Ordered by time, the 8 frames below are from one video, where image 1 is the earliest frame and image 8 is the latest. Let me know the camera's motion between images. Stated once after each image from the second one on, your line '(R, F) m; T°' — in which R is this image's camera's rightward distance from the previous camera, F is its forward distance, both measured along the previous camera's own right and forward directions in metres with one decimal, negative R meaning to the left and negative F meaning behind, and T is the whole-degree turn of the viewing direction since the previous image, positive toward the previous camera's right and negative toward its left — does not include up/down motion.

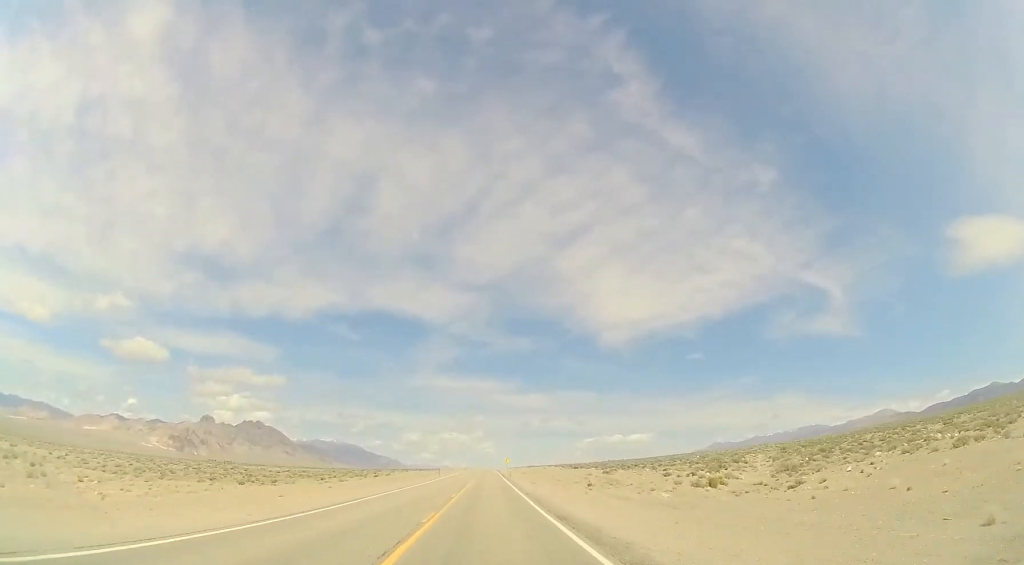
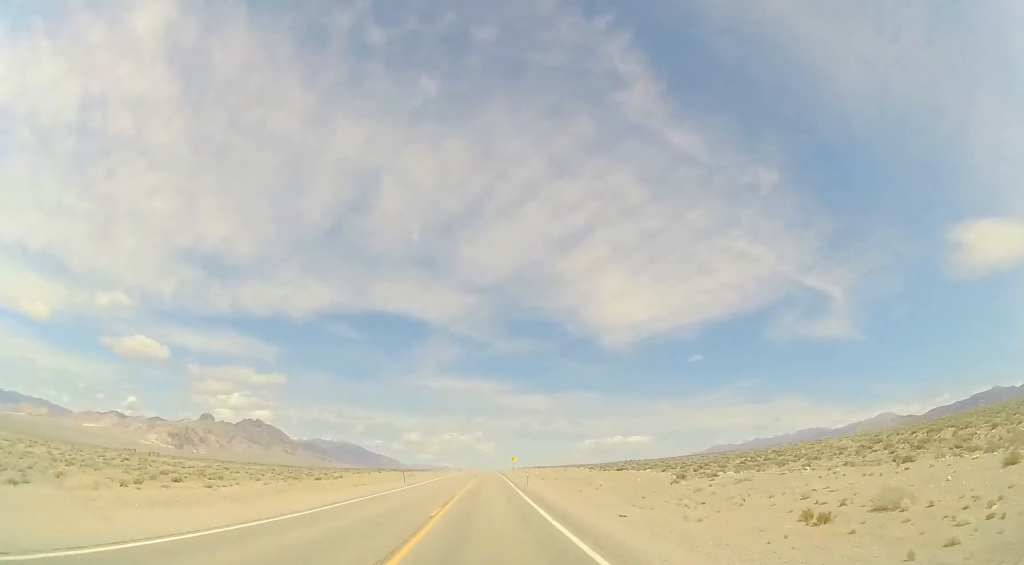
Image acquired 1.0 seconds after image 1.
(0.0, +34.8) m; 0°
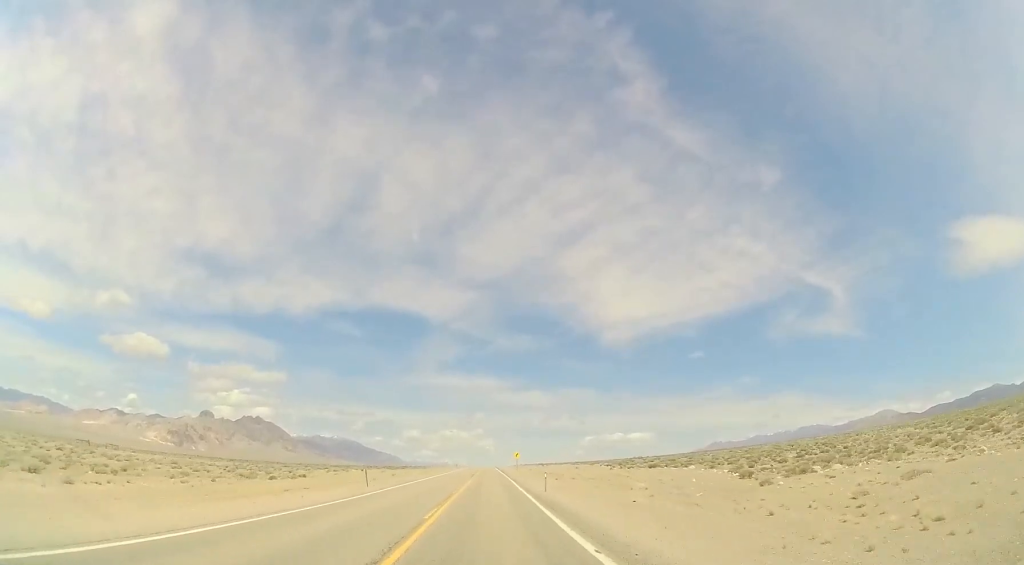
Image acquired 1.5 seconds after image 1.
(0.0, +14.5) m; 0°
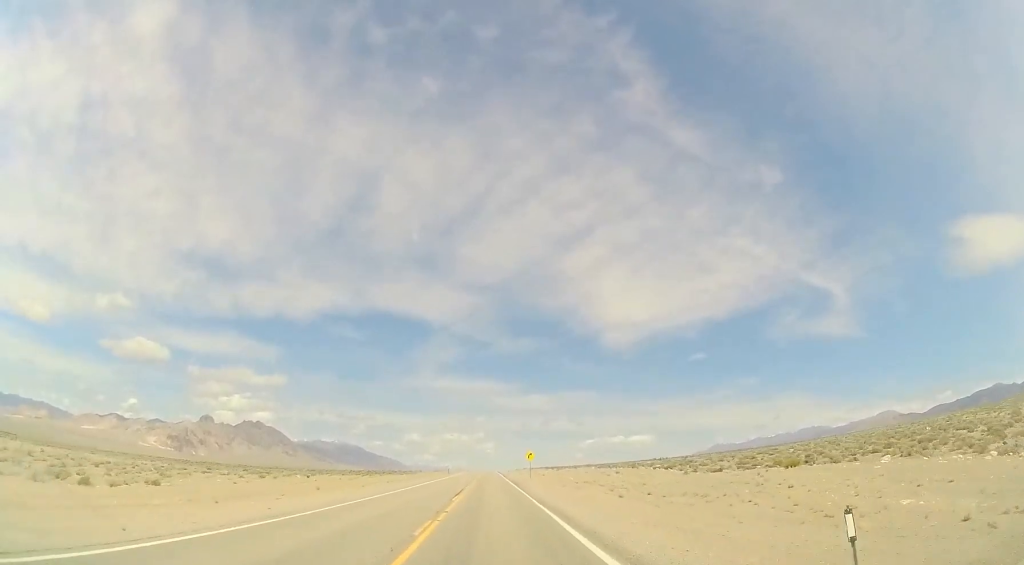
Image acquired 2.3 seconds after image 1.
(0.0, +27.7) m; 0°
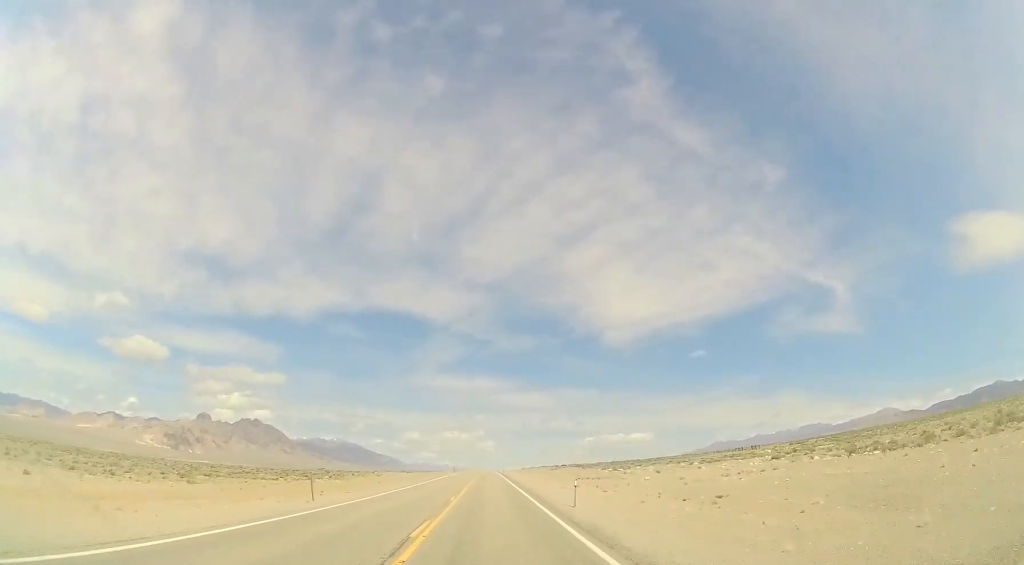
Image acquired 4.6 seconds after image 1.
(-0.4, +73.7) m; 0°
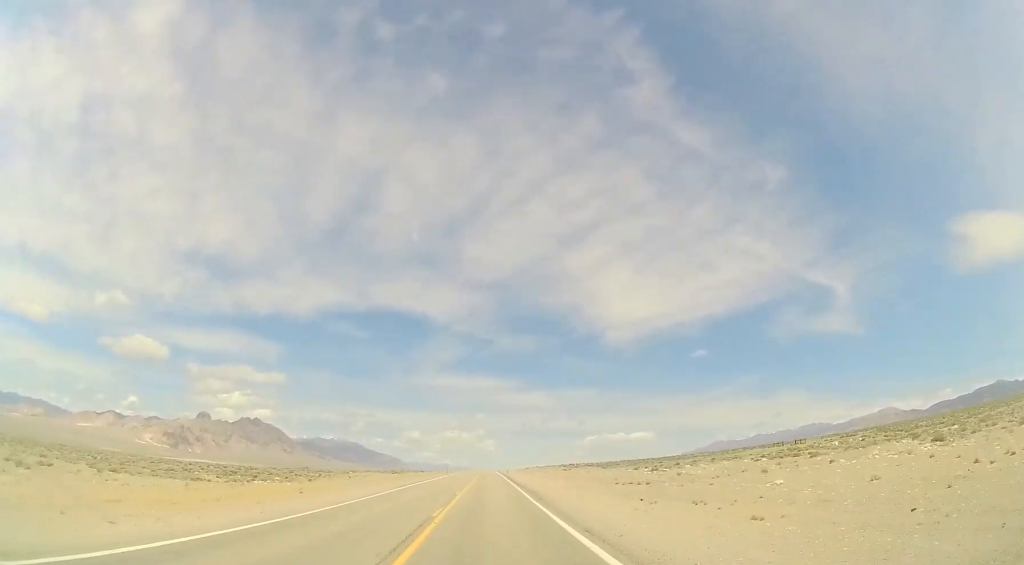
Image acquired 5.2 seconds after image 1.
(+0.2, +19.9) m; +1°
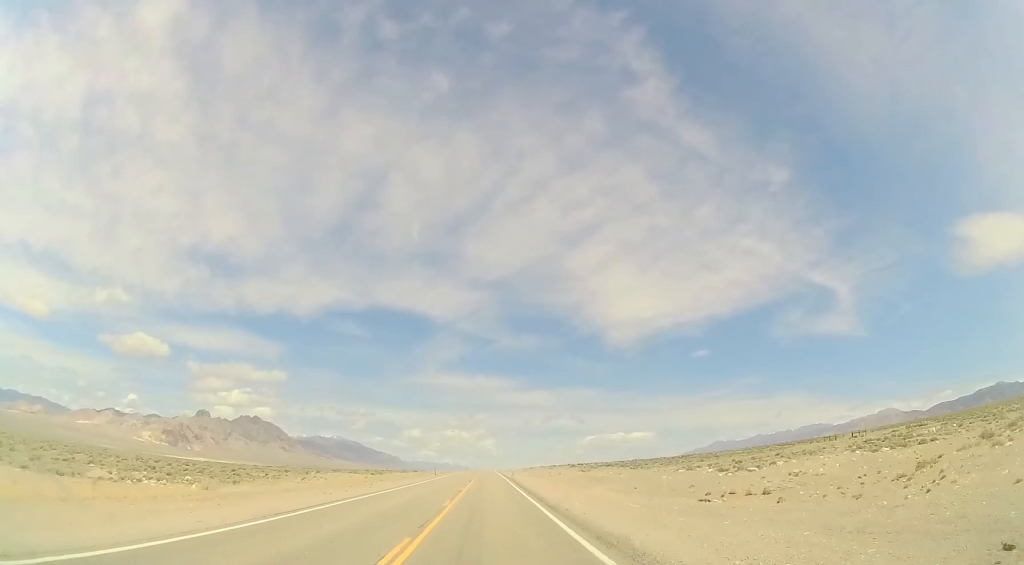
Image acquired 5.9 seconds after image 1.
(0.0, +20.0) m; 0°
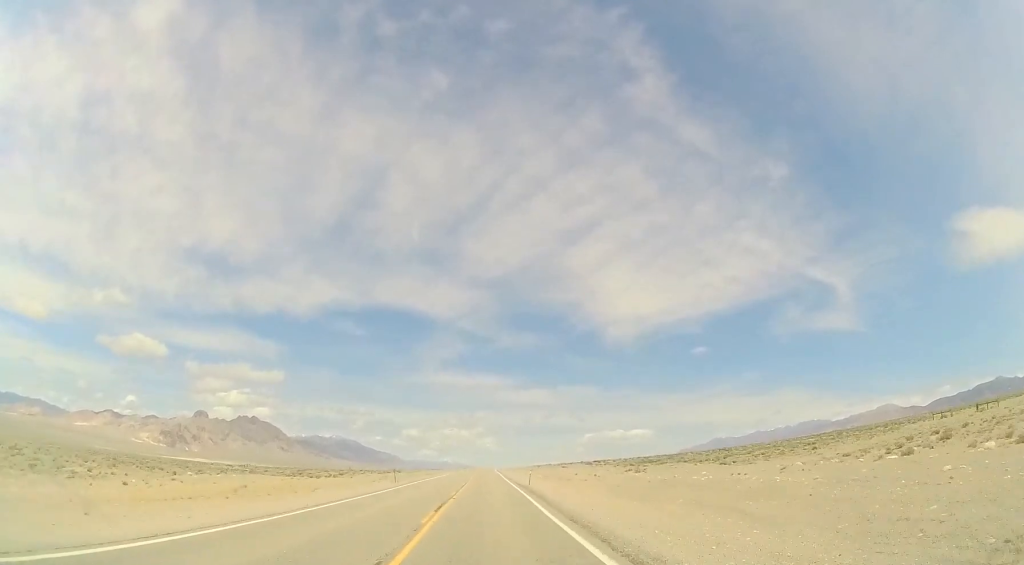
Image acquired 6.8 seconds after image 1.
(0.0, +30.4) m; 0°
